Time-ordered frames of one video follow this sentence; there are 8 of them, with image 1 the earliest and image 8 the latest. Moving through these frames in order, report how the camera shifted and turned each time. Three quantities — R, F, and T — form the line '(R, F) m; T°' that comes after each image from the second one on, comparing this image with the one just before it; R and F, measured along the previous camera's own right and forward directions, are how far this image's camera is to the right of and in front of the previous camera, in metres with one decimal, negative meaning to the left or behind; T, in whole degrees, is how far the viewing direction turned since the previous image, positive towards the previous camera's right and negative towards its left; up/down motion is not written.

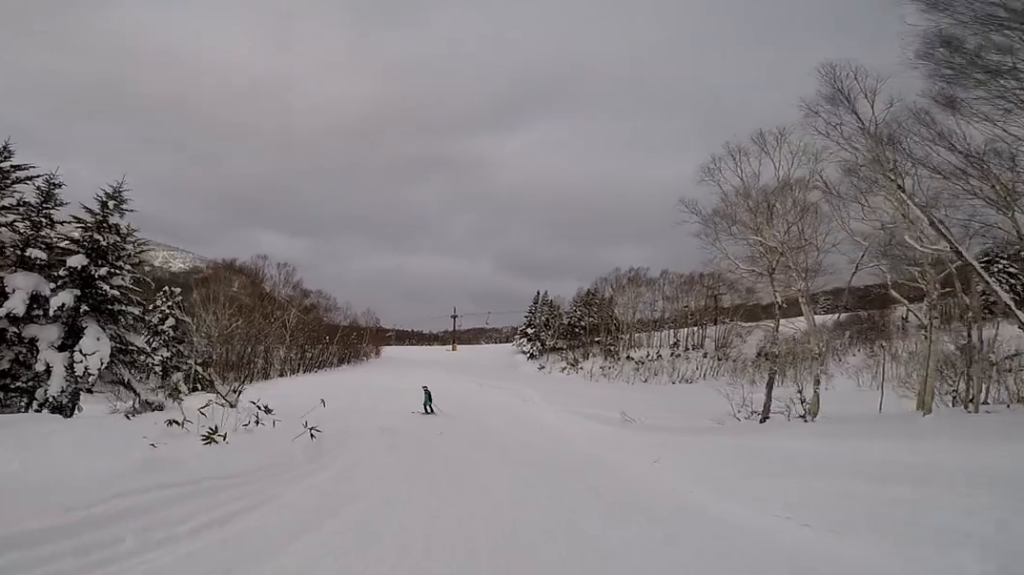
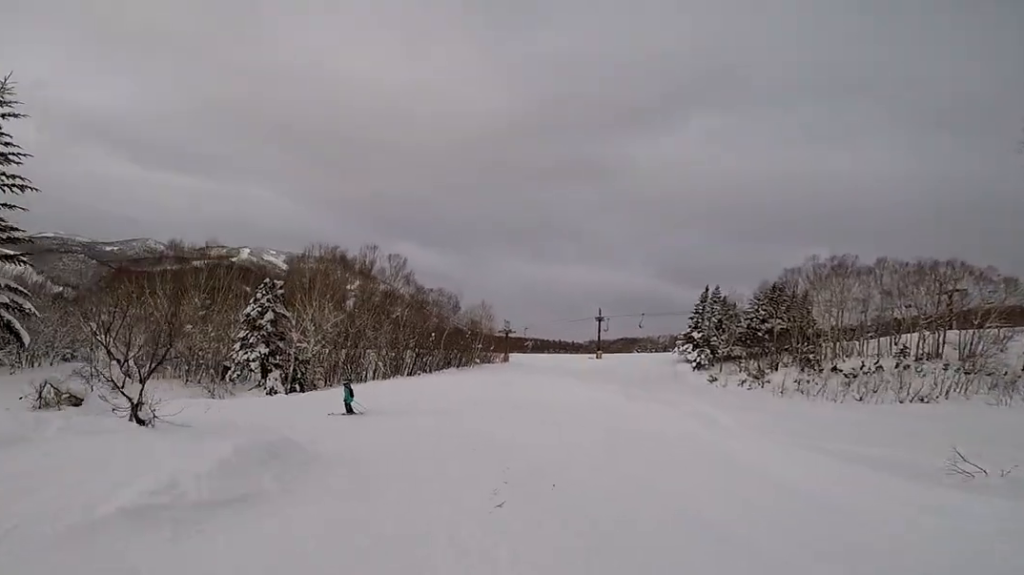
(-0.9, +9.6) m; -14°
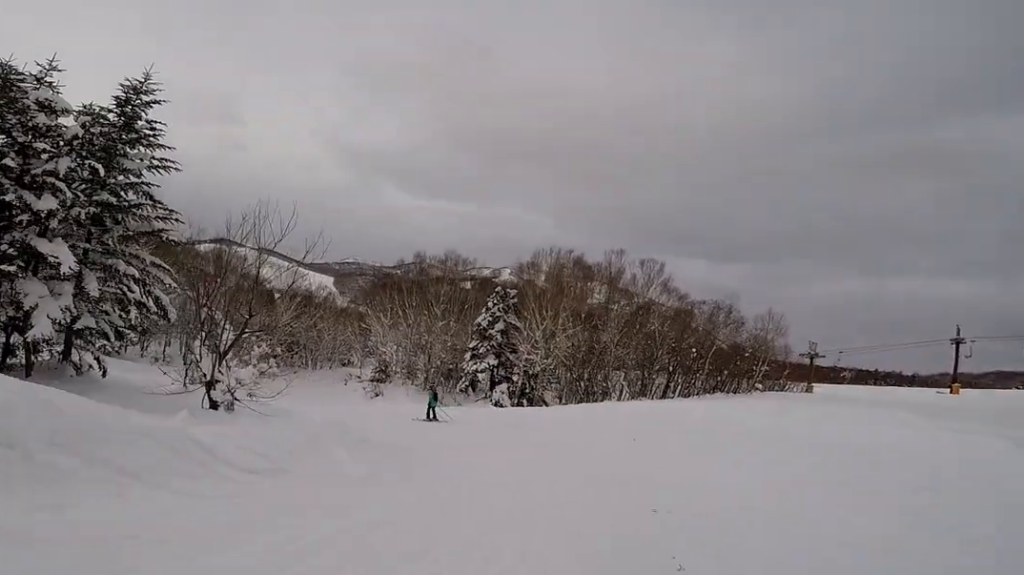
(-0.7, +4.7) m; -6°
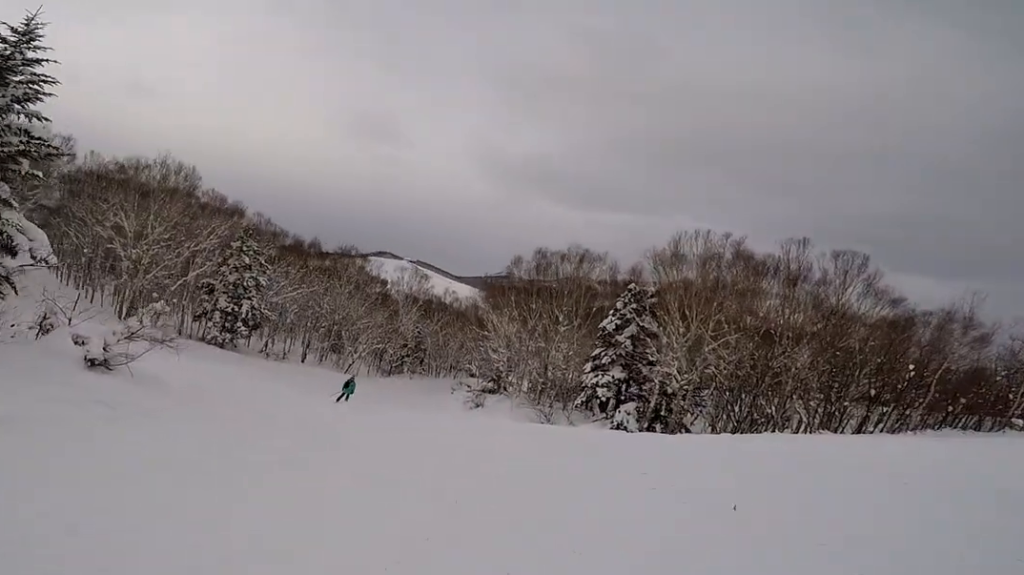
(-0.1, +7.9) m; -29°
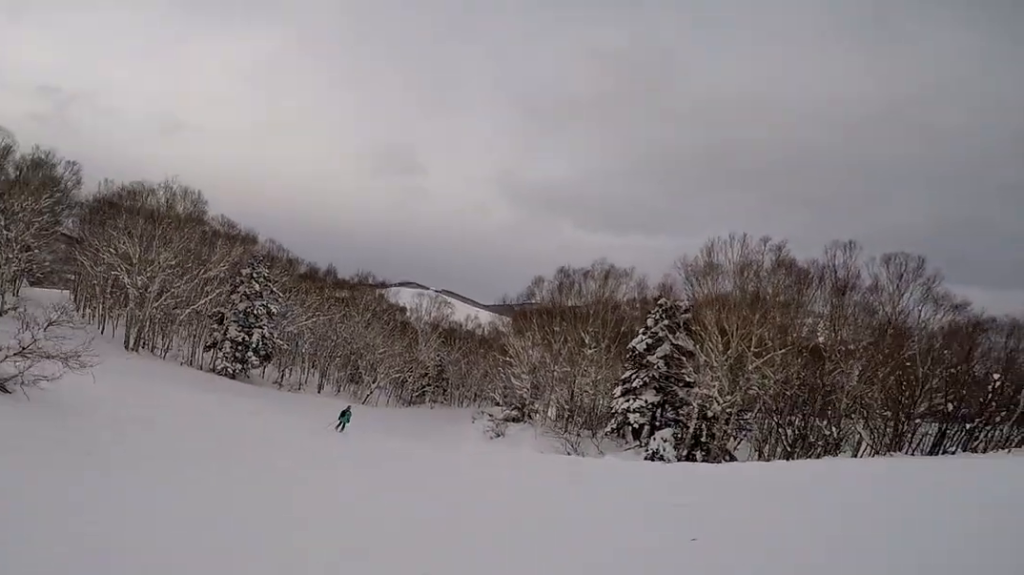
(-1.4, +2.2) m; -18°
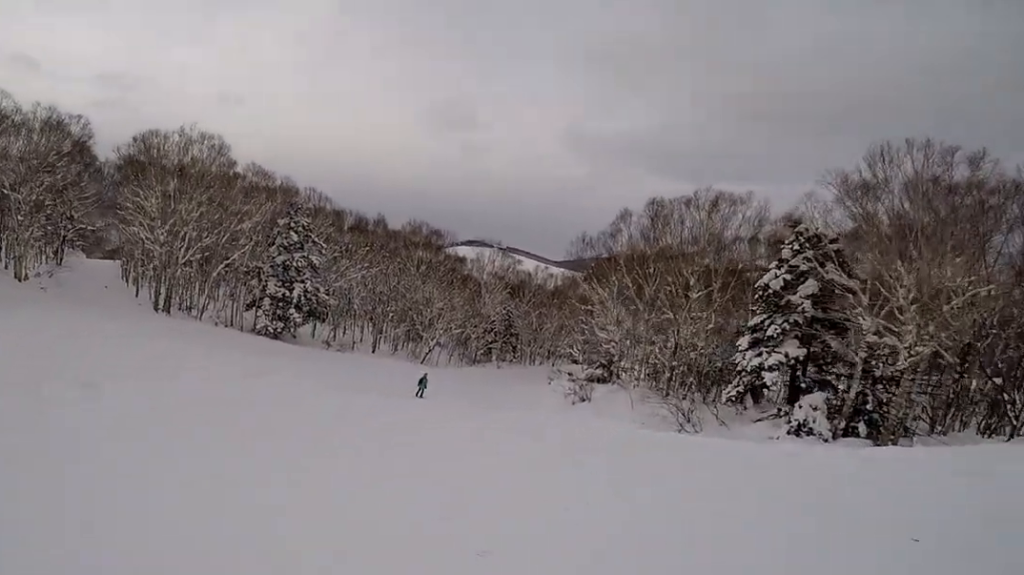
(-2.5, +6.3) m; -23°
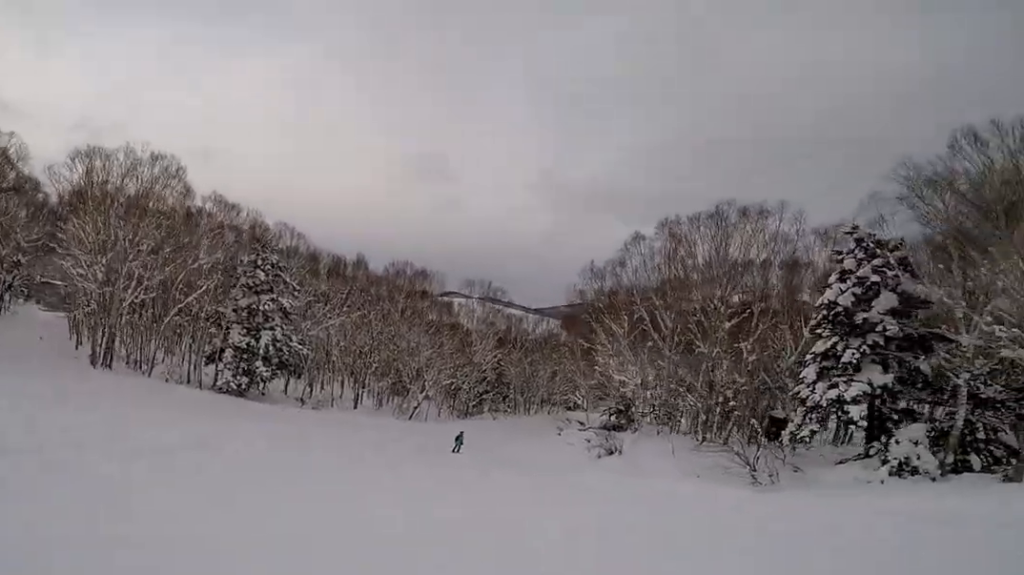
(-0.3, +6.3) m; -1°
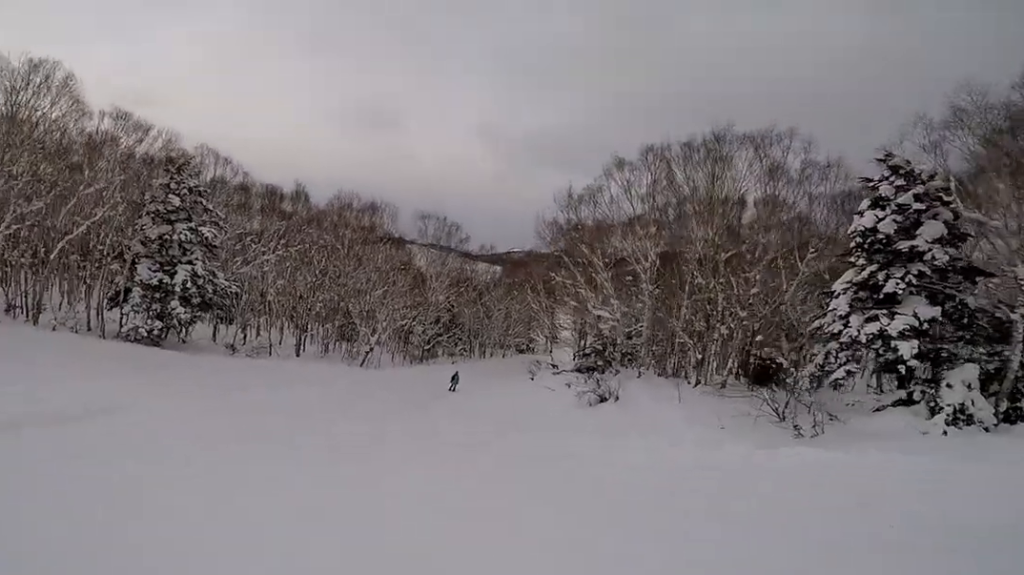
(+0.2, +5.6) m; +2°
